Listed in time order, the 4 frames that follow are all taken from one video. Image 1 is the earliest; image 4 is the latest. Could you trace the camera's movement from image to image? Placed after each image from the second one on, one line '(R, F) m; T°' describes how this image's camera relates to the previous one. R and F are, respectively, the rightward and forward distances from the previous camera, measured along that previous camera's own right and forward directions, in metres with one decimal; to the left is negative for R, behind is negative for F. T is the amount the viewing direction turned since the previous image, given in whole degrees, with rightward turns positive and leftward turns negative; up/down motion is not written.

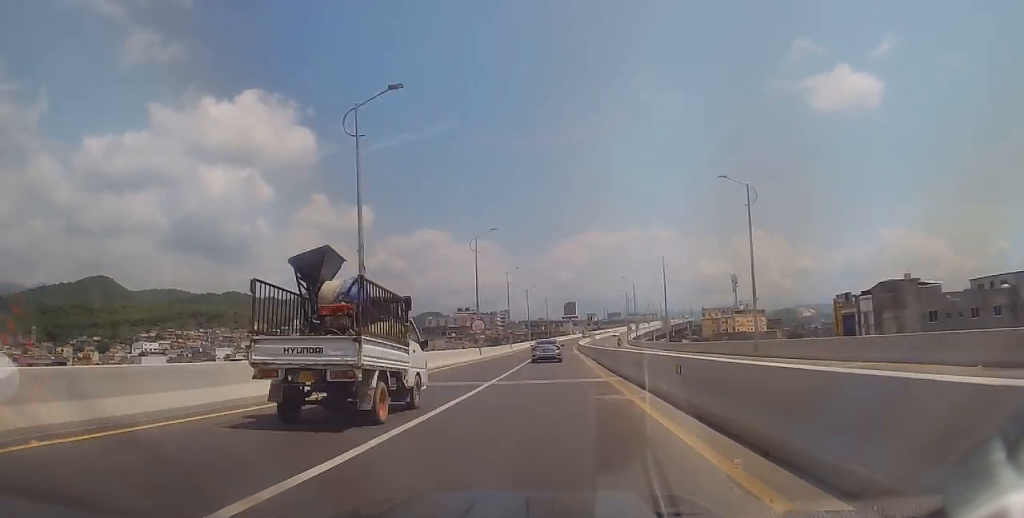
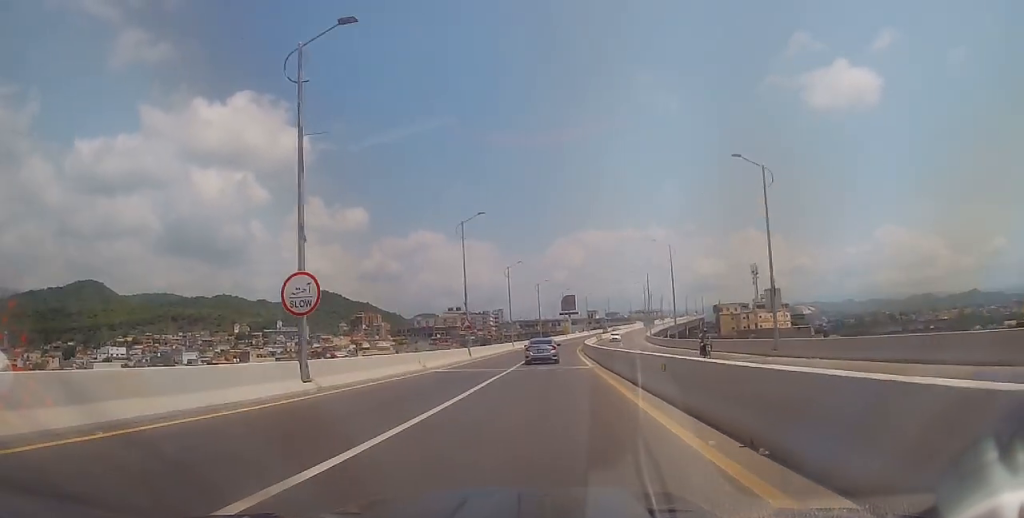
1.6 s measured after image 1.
(-0.2, +35.2) m; -1°
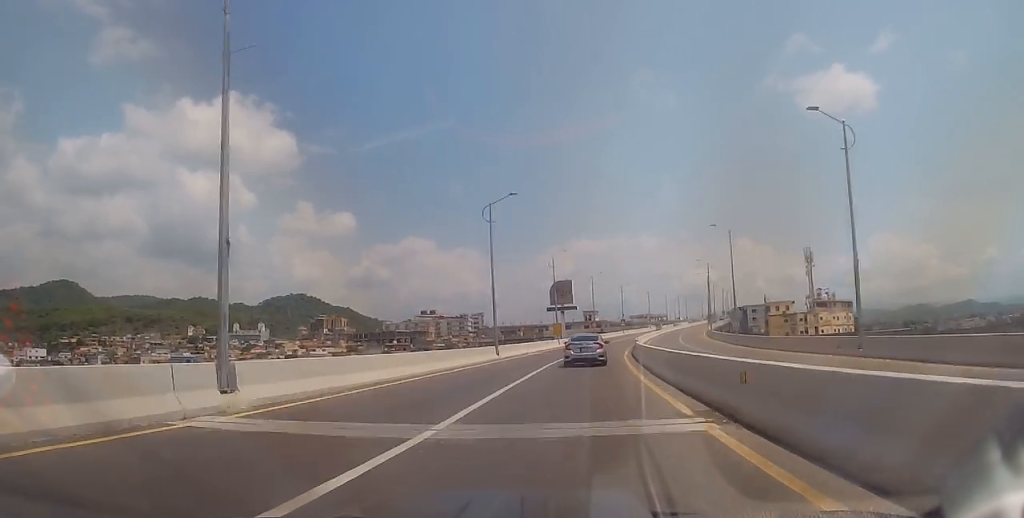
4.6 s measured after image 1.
(+1.2, +66.5) m; +2°
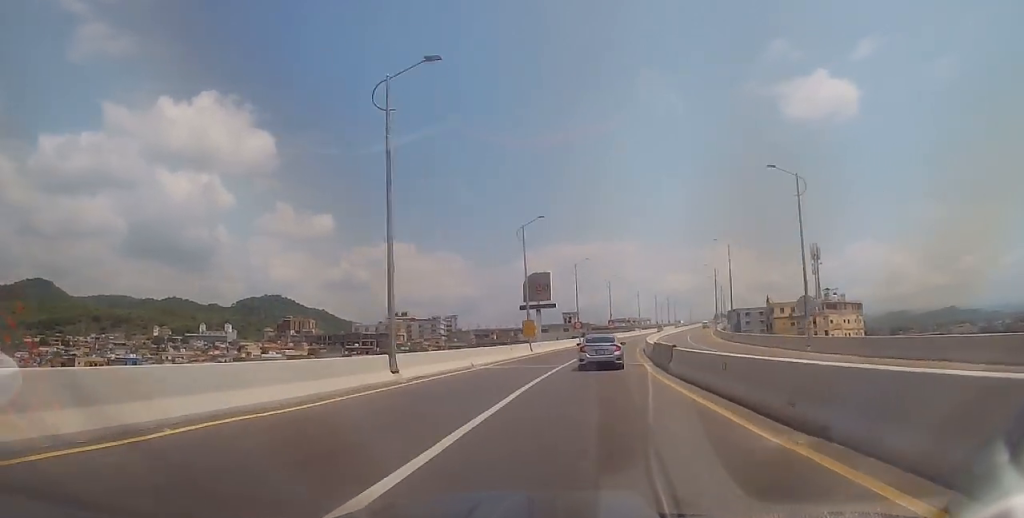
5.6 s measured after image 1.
(0.0, +21.3) m; +1°
